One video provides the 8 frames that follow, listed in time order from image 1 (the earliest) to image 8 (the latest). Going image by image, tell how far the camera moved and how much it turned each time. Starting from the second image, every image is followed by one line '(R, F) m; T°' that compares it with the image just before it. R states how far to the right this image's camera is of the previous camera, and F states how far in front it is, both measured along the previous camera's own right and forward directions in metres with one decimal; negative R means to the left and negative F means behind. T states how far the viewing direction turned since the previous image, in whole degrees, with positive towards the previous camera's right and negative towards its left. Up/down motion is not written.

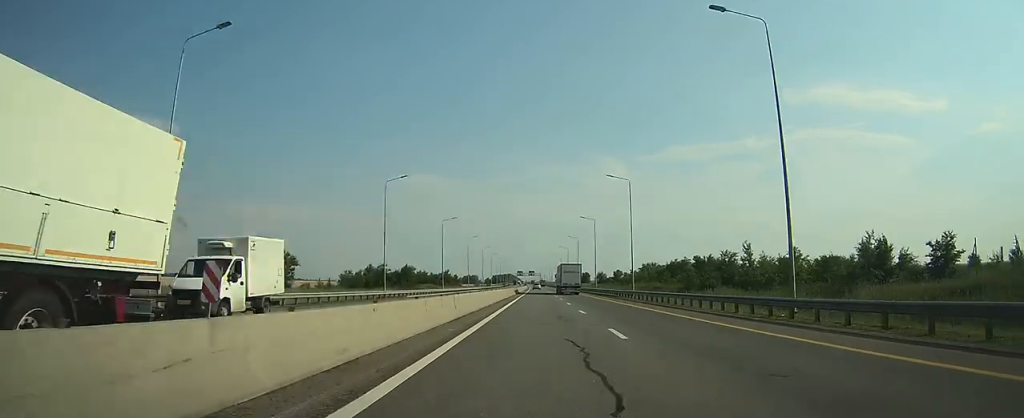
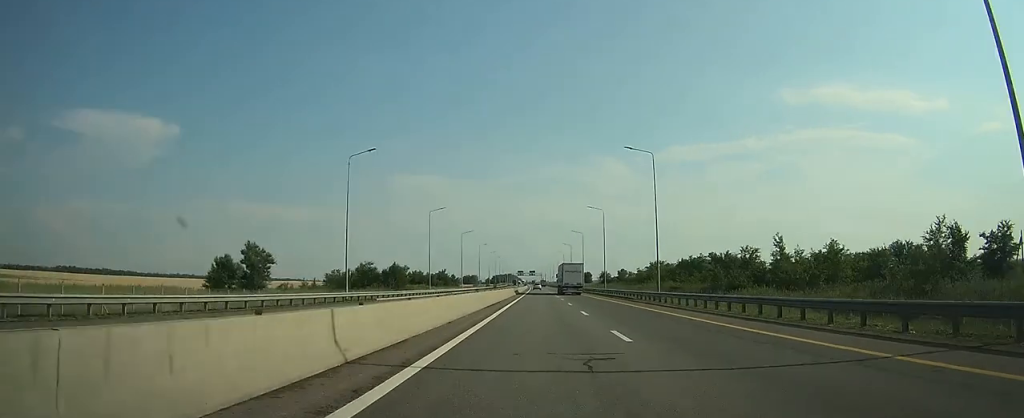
(0.0, +13.1) m; 0°
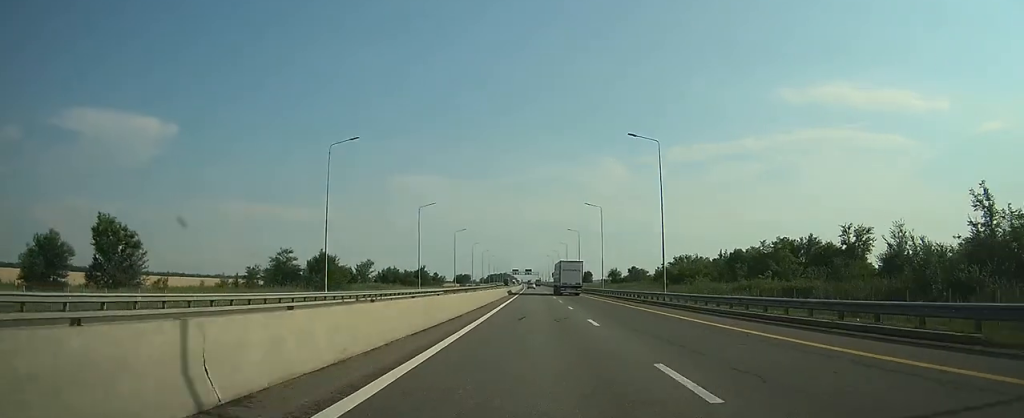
(0.0, +43.5) m; 0°
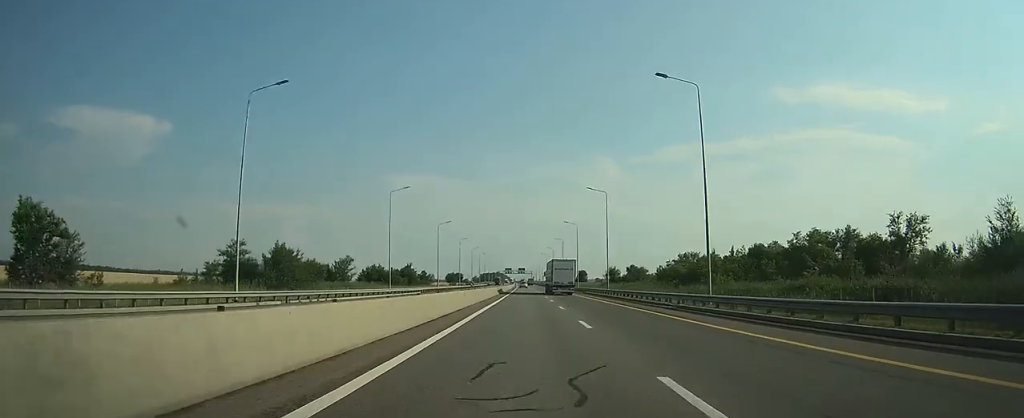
(0.0, +13.7) m; 0°
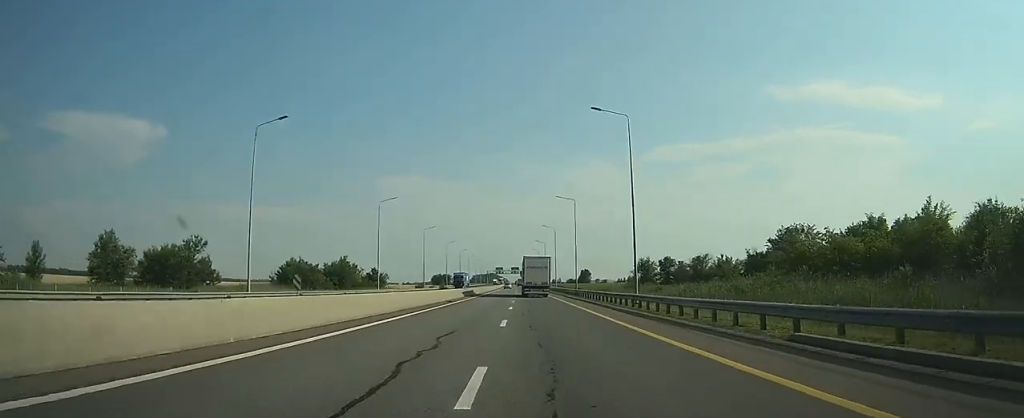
(+0.9, +72.3) m; +1°
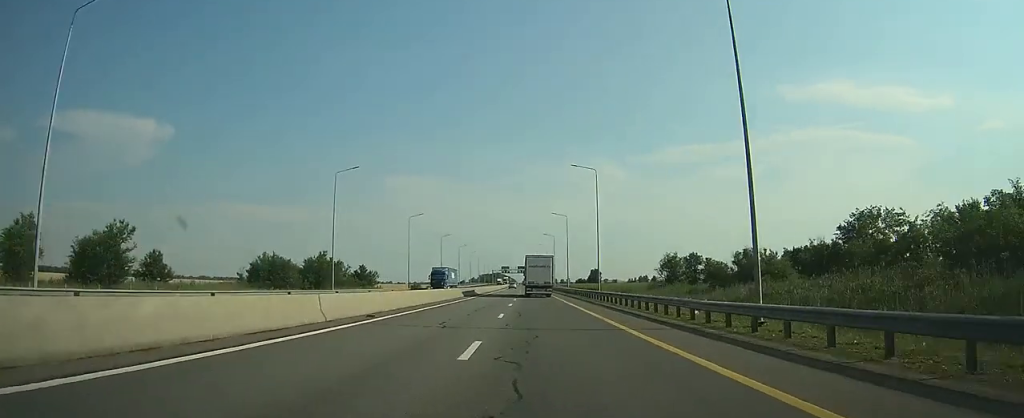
(0.0, +20.4) m; 0°
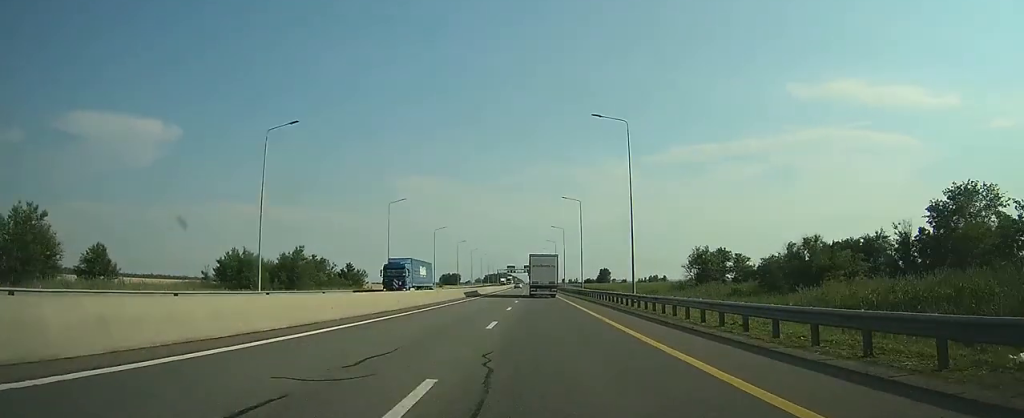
(0.0, +17.5) m; -1°
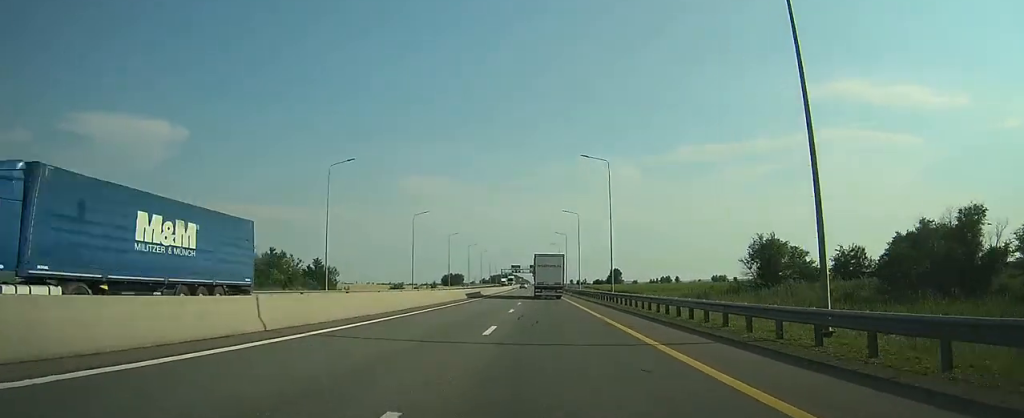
(-0.2, +26.5) m; -1°
